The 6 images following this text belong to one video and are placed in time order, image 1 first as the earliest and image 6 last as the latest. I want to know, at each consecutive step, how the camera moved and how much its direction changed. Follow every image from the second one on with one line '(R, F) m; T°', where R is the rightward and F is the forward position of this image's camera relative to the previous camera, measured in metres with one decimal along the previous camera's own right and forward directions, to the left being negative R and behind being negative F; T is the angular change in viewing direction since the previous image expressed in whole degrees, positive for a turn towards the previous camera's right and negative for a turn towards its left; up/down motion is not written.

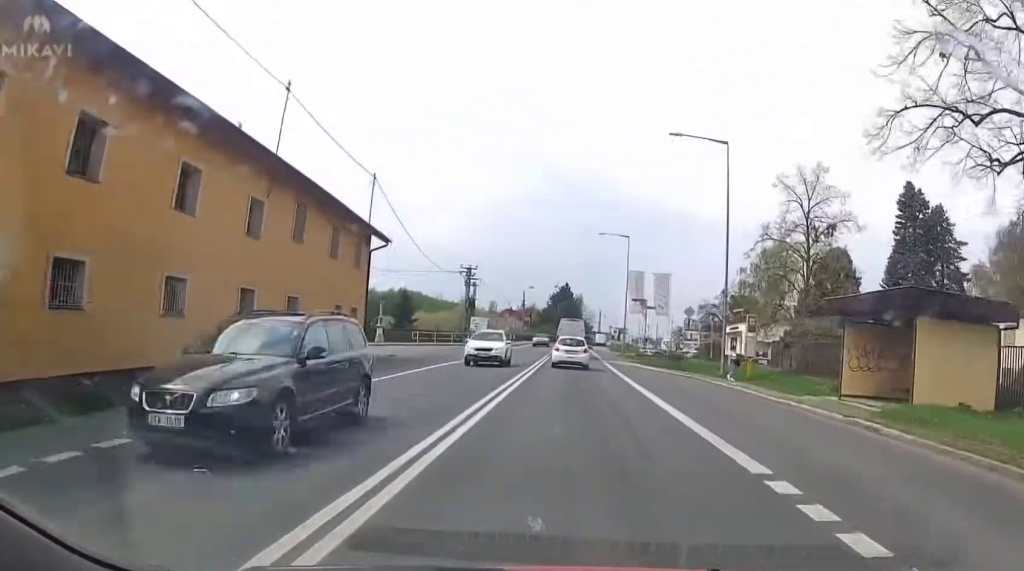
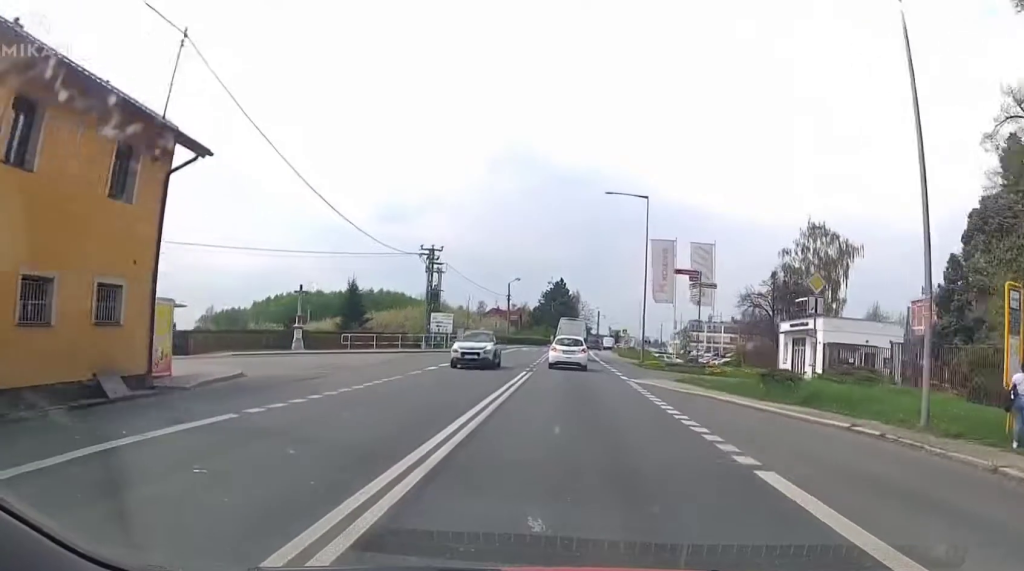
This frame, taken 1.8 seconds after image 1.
(0.0, +20.1) m; +1°
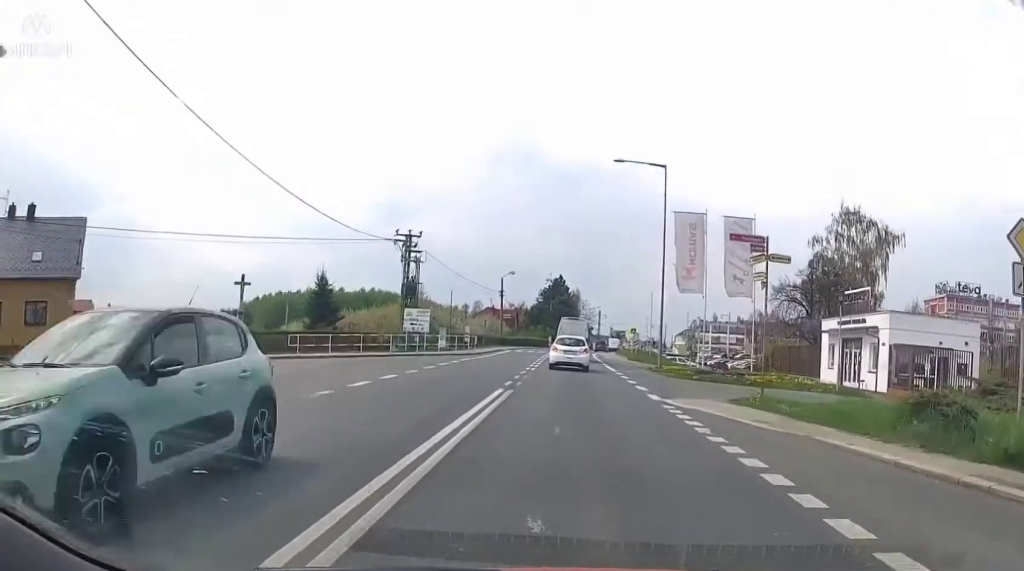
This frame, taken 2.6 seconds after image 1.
(+0.1, +9.2) m; +1°
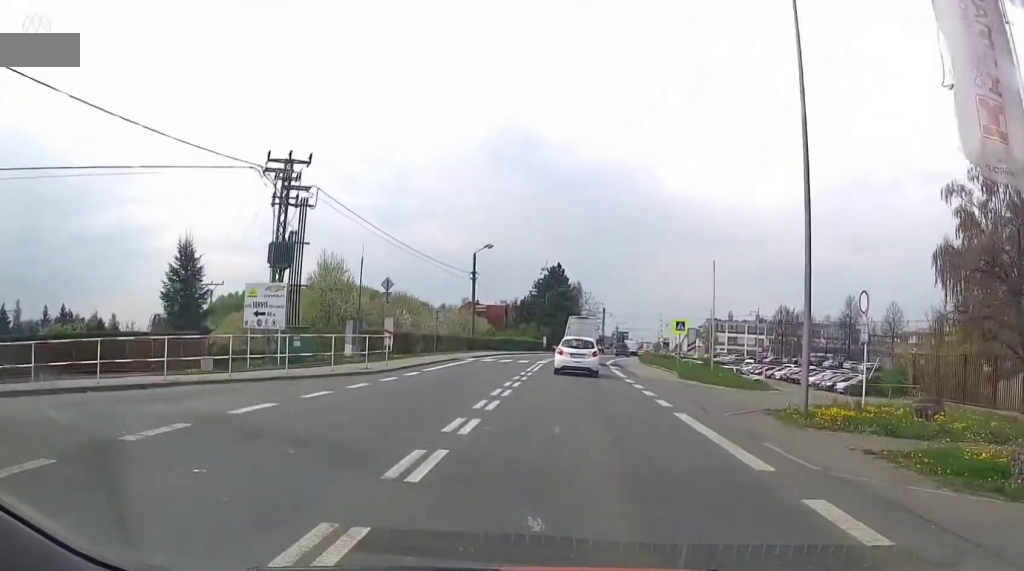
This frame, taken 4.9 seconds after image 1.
(-0.4, +24.5) m; -2°
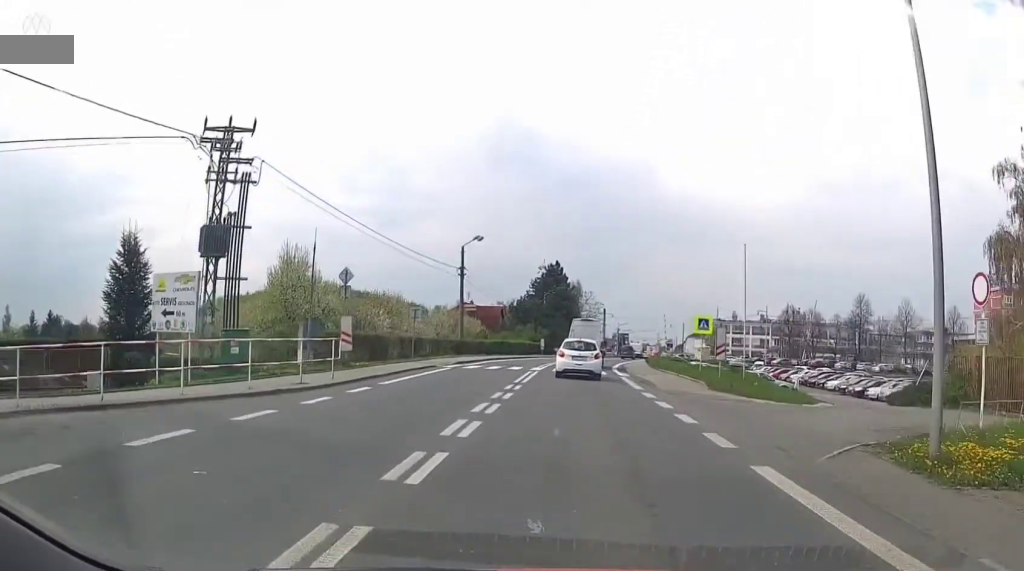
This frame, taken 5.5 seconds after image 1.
(+0.2, +5.9) m; +2°
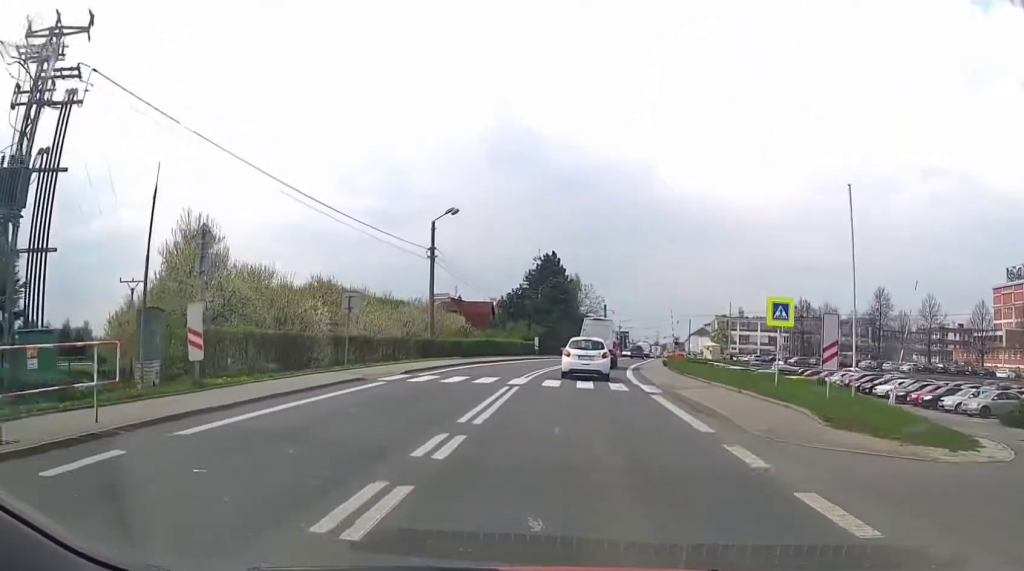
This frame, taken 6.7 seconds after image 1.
(+0.3, +10.6) m; +1°
